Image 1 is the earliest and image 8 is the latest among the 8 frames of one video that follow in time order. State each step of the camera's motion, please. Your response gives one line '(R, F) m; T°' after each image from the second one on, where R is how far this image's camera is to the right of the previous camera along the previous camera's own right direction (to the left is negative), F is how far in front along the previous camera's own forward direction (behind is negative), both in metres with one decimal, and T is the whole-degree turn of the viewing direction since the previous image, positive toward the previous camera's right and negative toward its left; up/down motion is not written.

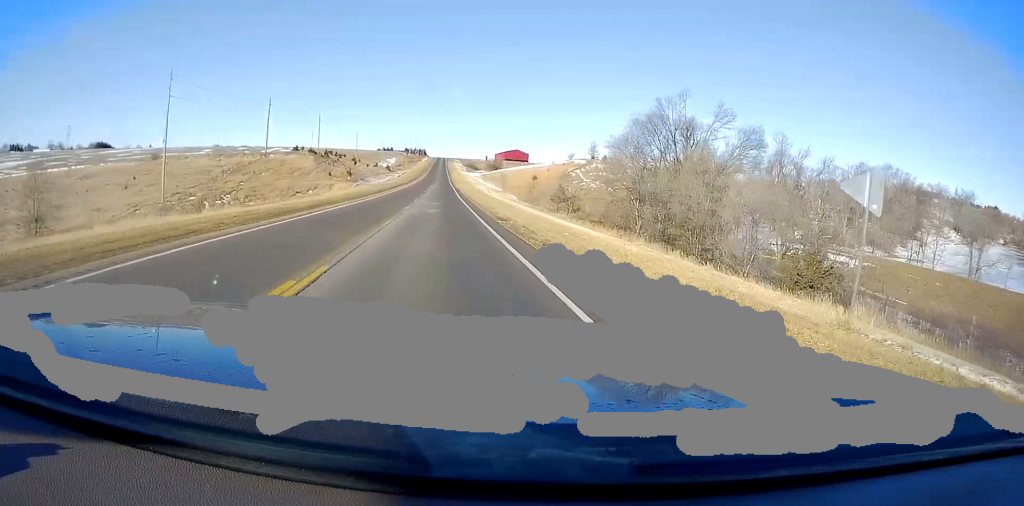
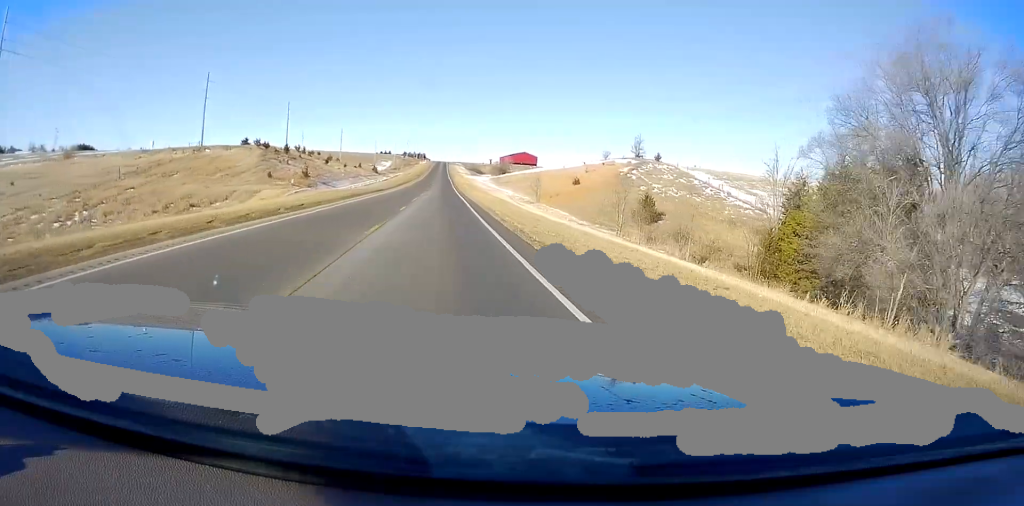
(+0.4, +39.8) m; 0°
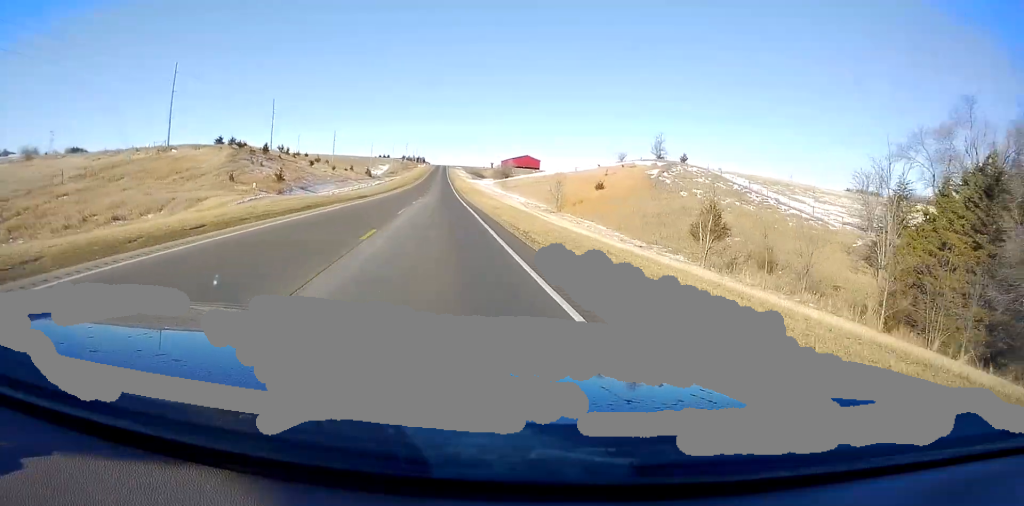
(-0.2, +13.6) m; 0°
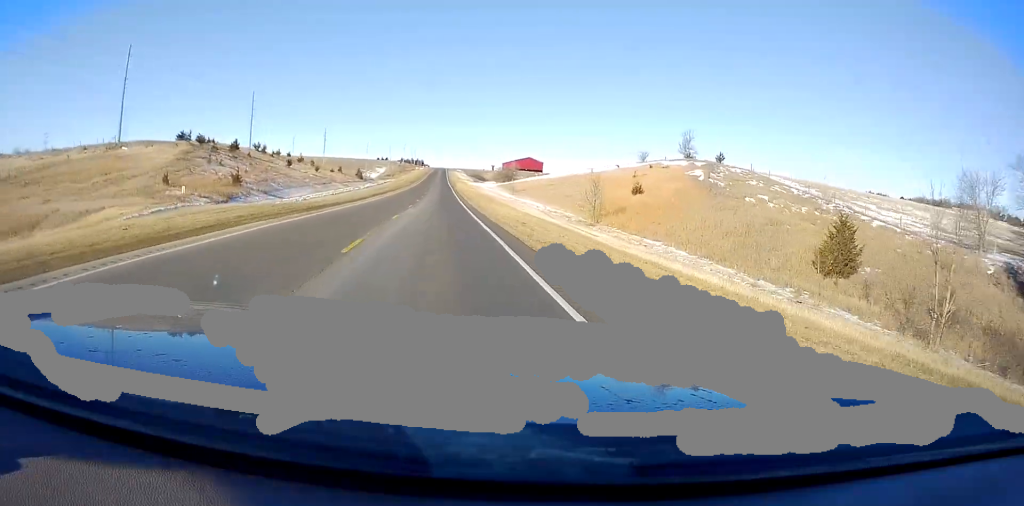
(-0.3, +15.2) m; 0°
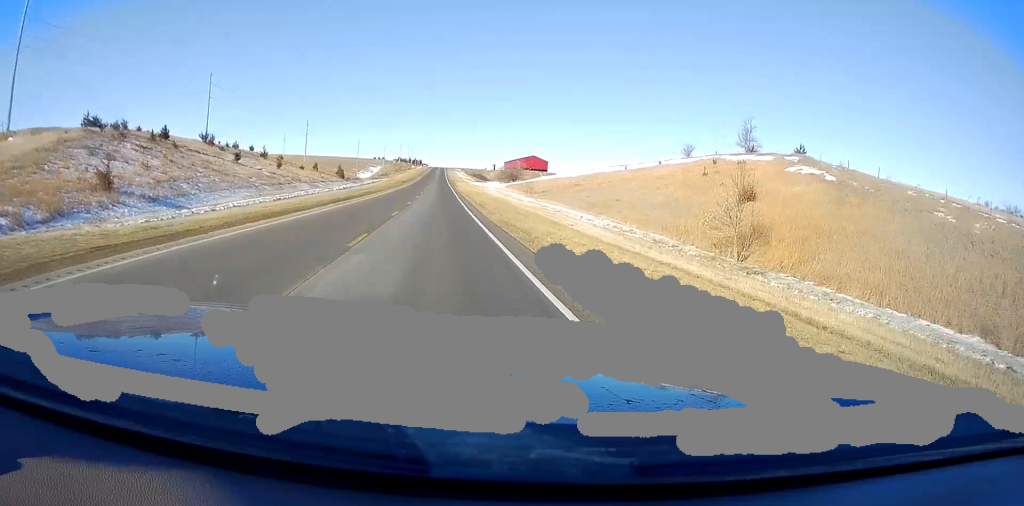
(+0.4, +23.4) m; +1°
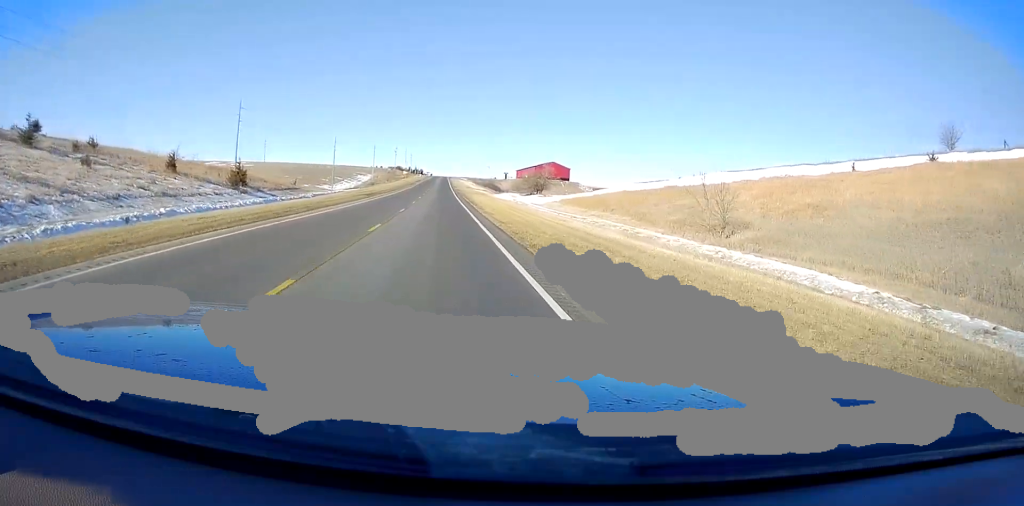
(-0.2, +57.4) m; -1°
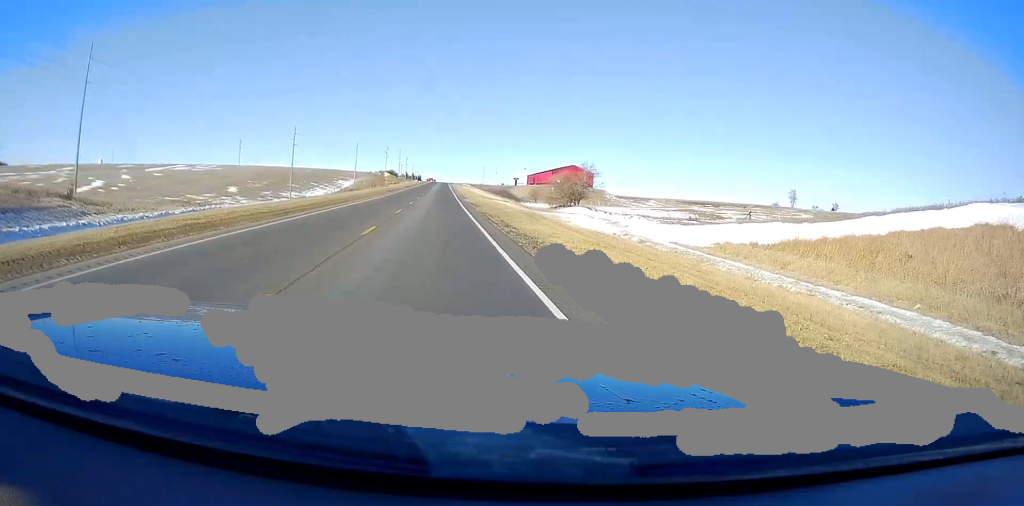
(+0.1, +50.0) m; 0°
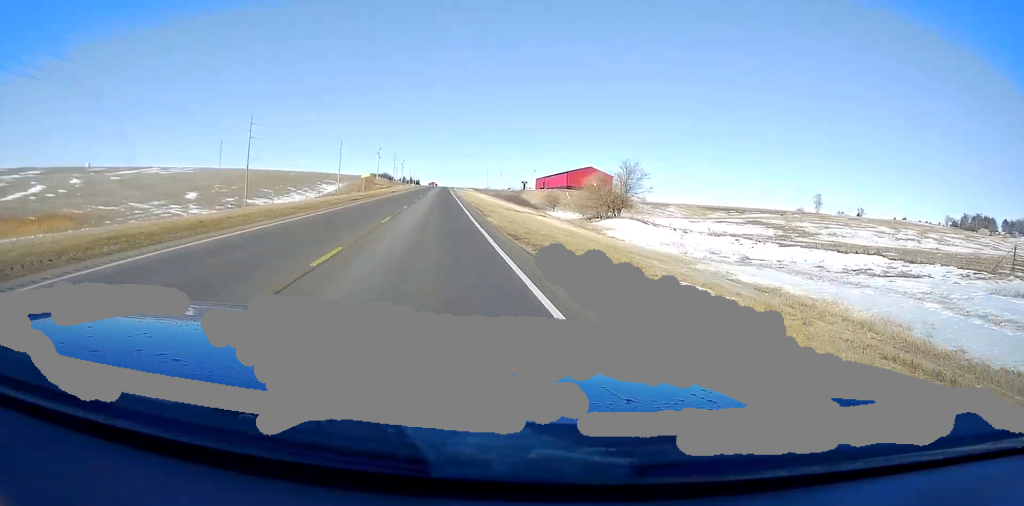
(-0.3, +30.7) m; 0°
